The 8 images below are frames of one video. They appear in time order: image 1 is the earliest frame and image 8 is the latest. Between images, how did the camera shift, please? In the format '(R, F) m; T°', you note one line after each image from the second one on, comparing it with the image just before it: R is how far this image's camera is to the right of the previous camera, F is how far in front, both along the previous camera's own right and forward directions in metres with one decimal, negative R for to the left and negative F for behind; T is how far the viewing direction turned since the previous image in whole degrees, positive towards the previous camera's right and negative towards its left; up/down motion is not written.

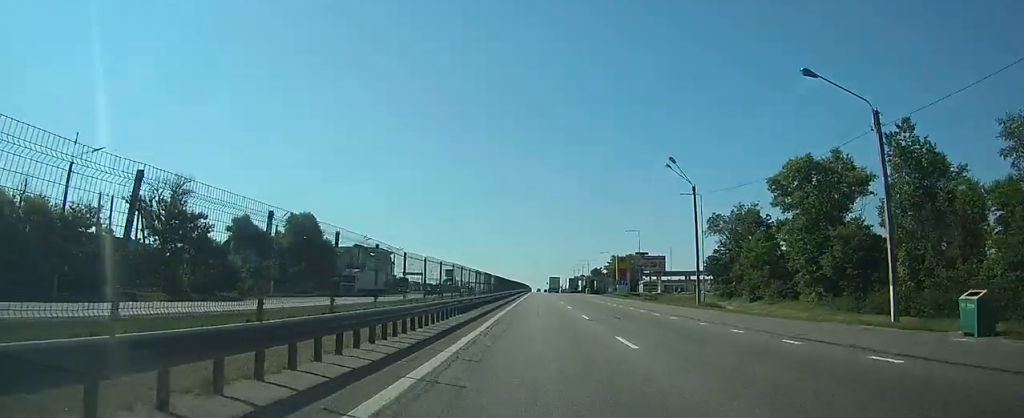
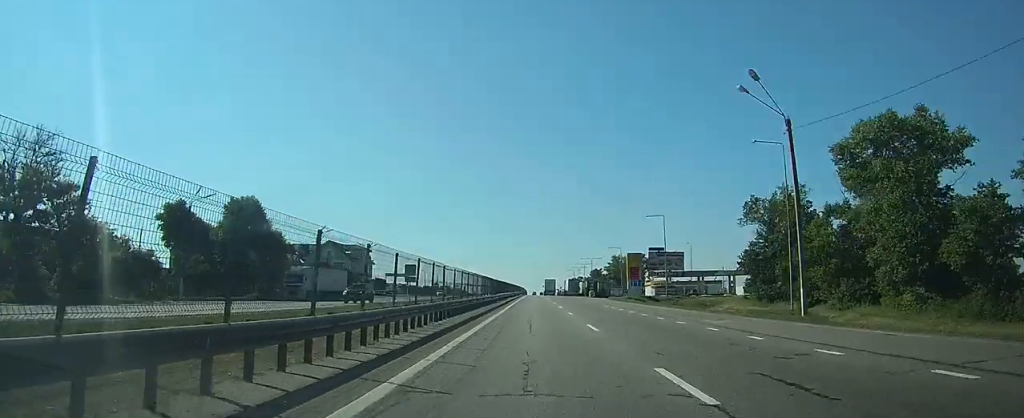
(-0.2, +18.3) m; -2°
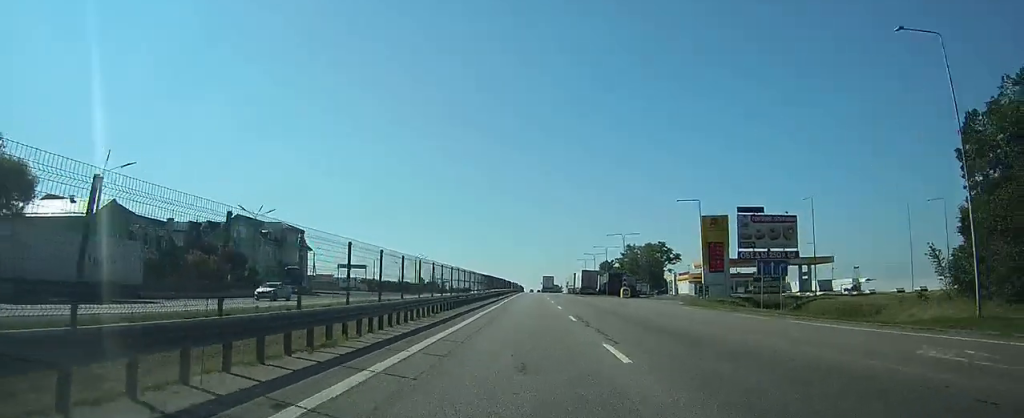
(-1.3, +46.2) m; -2°
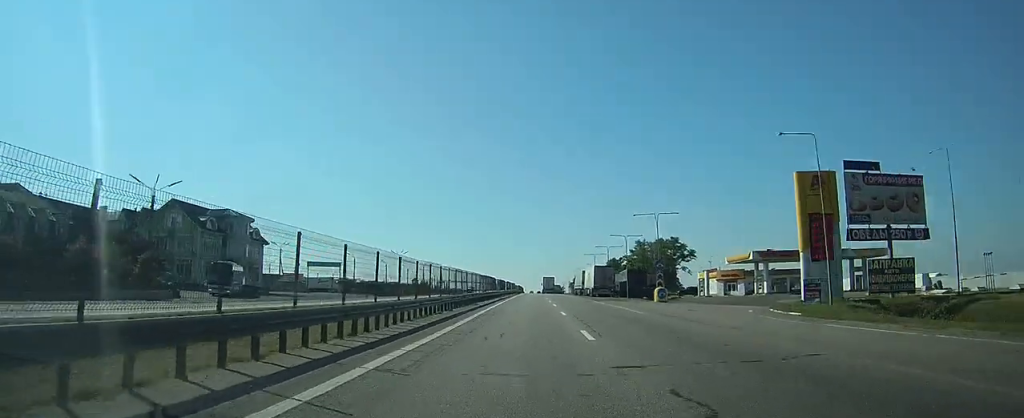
(-0.1, +20.7) m; -1°
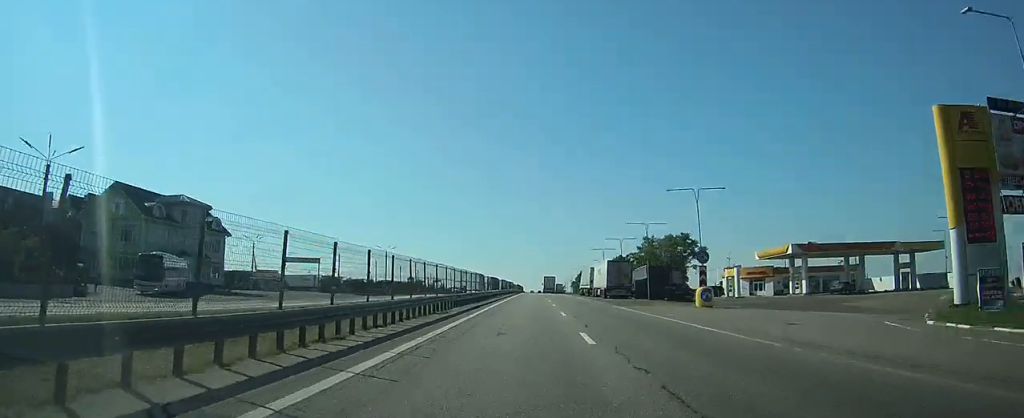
(-0.1, +13.6) m; 0°
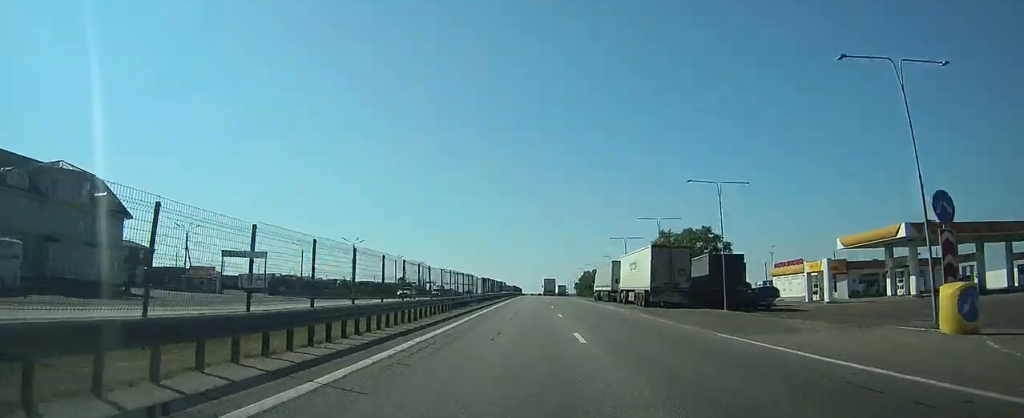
(-0.1, +24.4) m; 0°
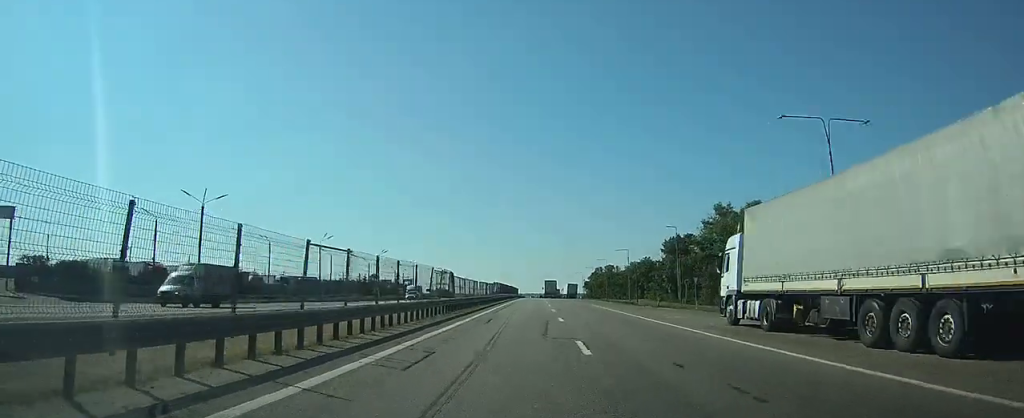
(-0.8, +51.7) m; -2°
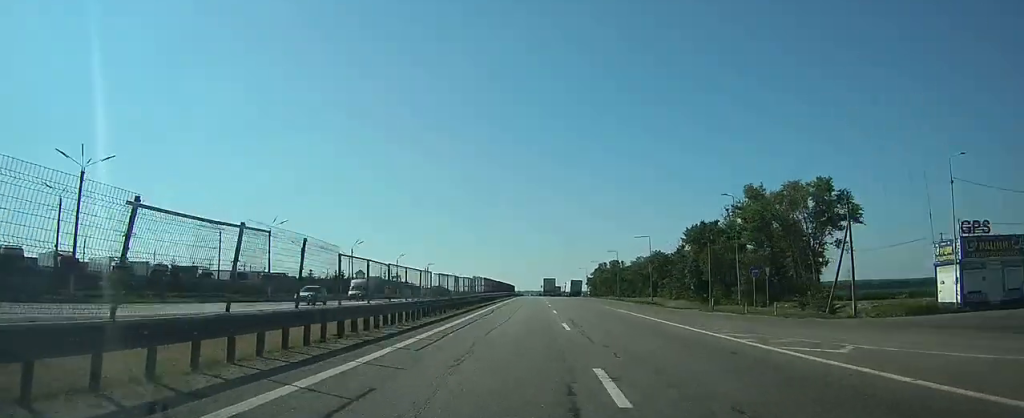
(0.0, +17.5) m; 0°
